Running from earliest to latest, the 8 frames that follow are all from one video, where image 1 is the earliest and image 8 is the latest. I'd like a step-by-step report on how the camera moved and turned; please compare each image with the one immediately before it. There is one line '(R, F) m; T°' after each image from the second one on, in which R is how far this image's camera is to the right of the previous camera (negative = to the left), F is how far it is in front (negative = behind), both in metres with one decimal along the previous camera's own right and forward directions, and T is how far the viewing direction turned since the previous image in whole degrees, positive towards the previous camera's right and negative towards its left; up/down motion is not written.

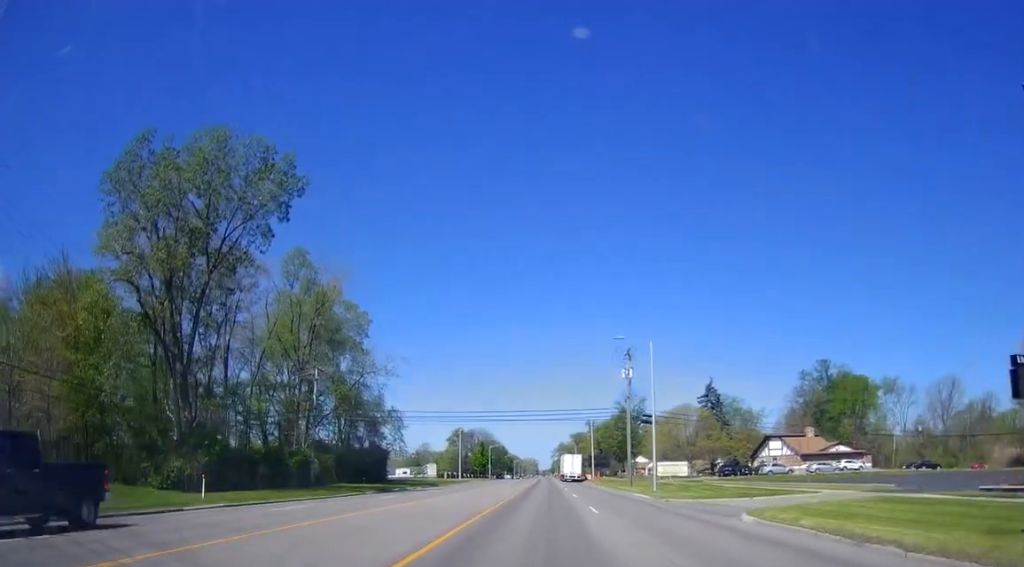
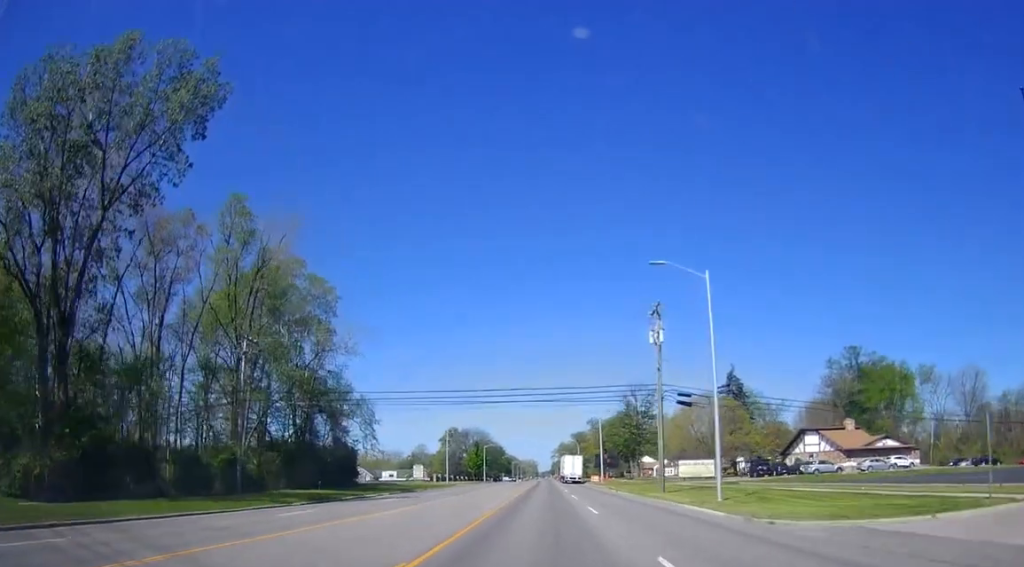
(-0.6, +15.2) m; -1°
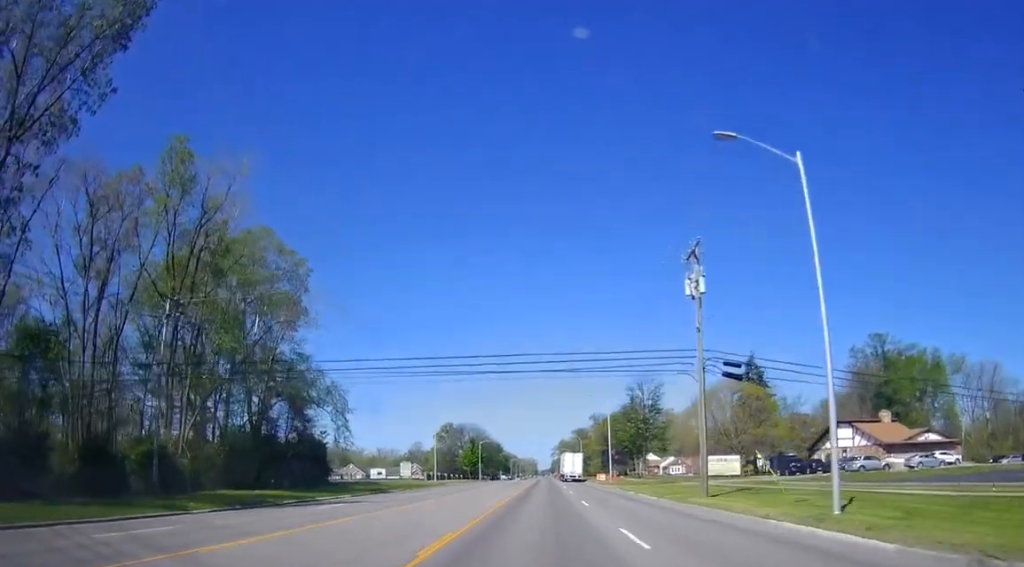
(+0.3, +10.8) m; +1°
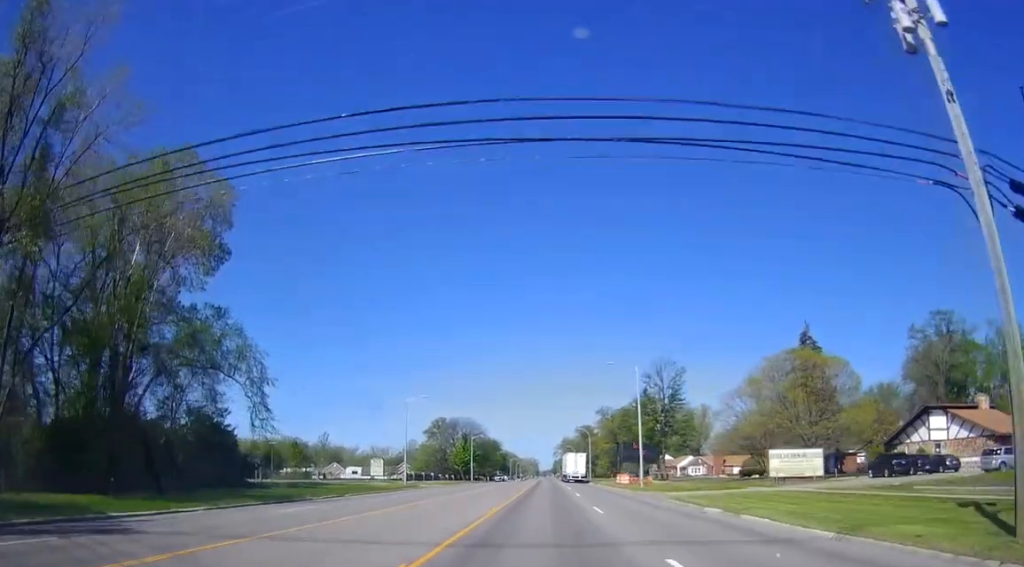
(+0.2, +20.9) m; +1°
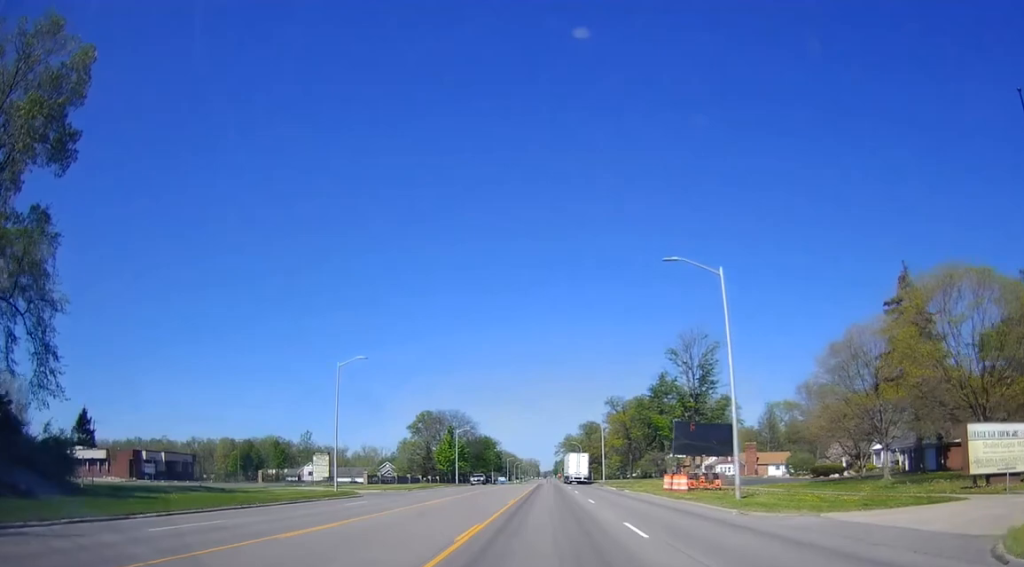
(0.0, +24.0) m; 0°
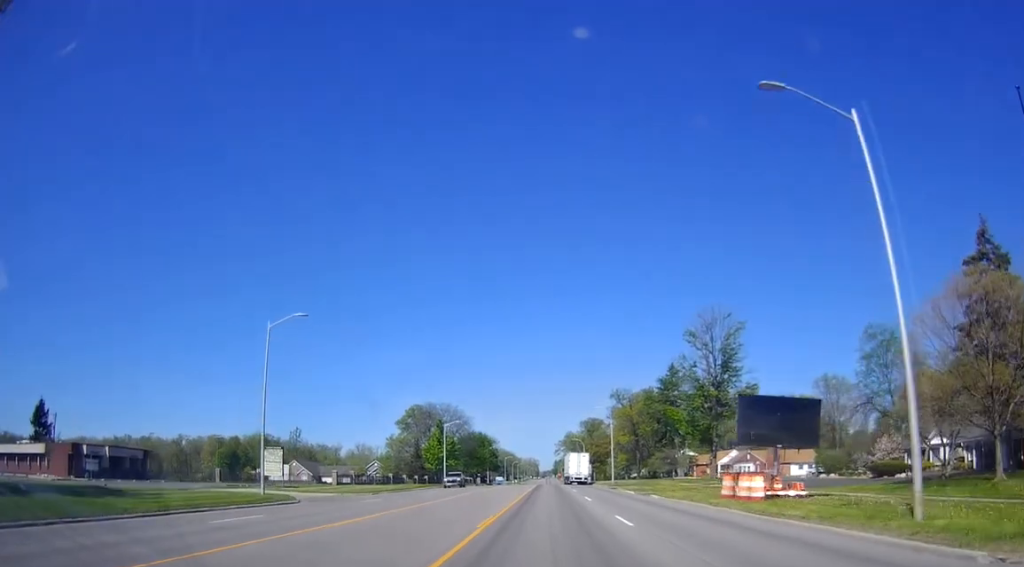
(0.0, +12.6) m; -1°
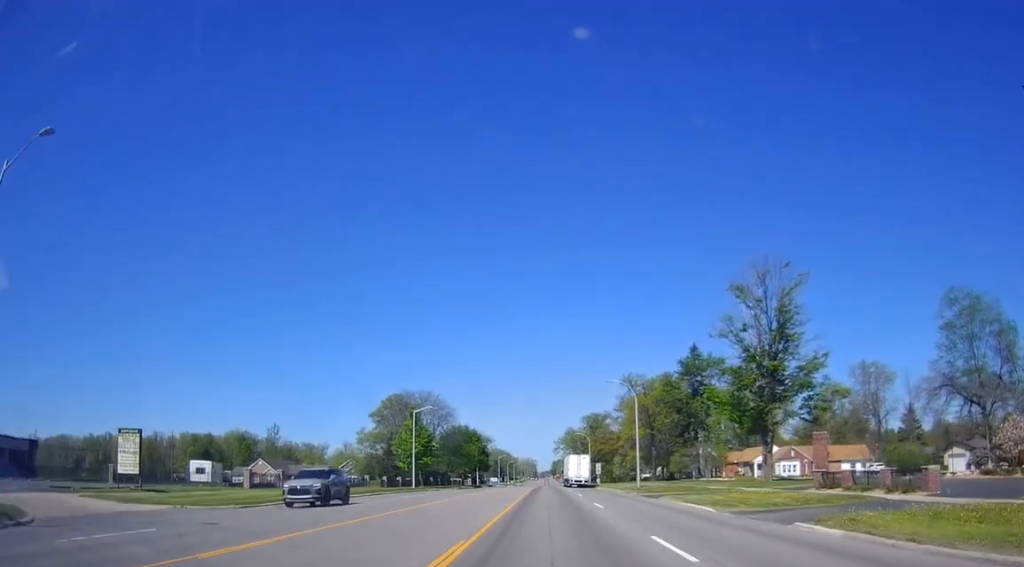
(-0.5, +22.1) m; 0°
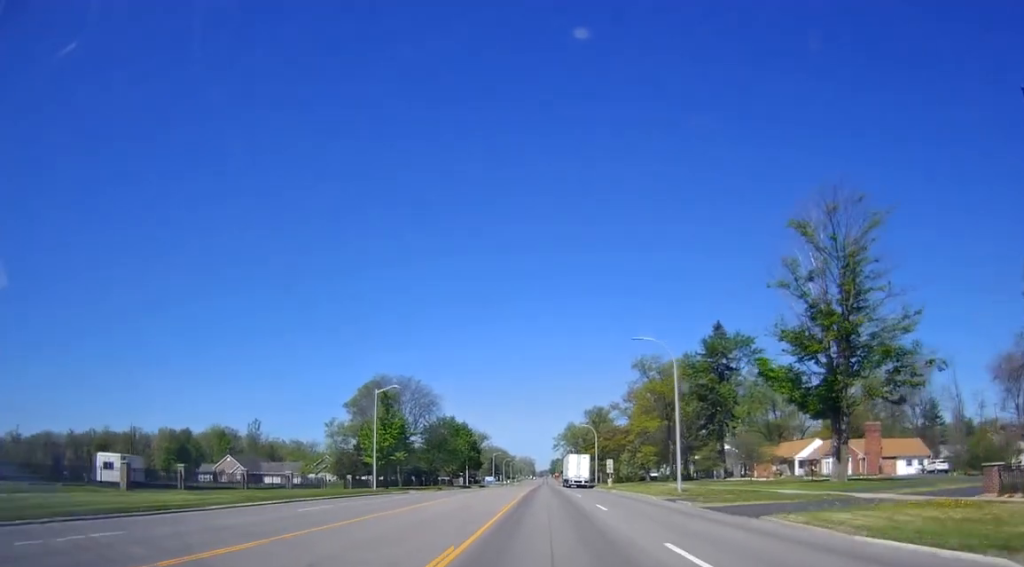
(+0.4, +17.0) m; 0°
